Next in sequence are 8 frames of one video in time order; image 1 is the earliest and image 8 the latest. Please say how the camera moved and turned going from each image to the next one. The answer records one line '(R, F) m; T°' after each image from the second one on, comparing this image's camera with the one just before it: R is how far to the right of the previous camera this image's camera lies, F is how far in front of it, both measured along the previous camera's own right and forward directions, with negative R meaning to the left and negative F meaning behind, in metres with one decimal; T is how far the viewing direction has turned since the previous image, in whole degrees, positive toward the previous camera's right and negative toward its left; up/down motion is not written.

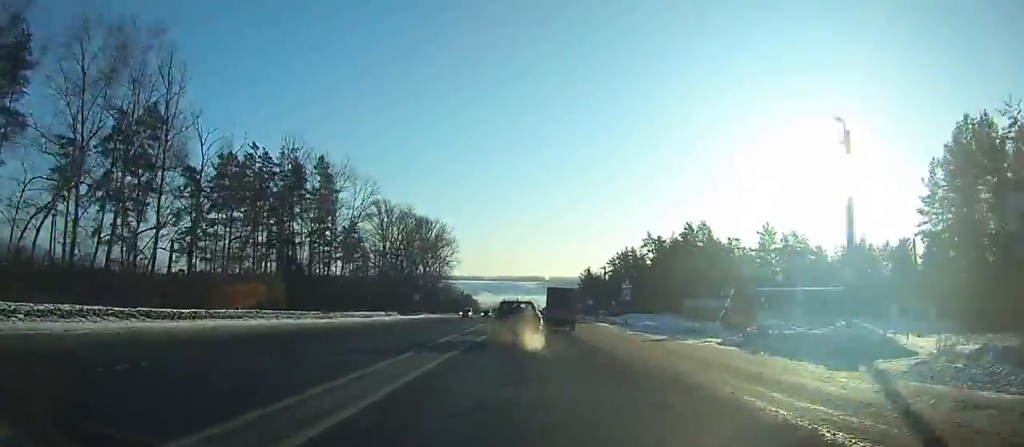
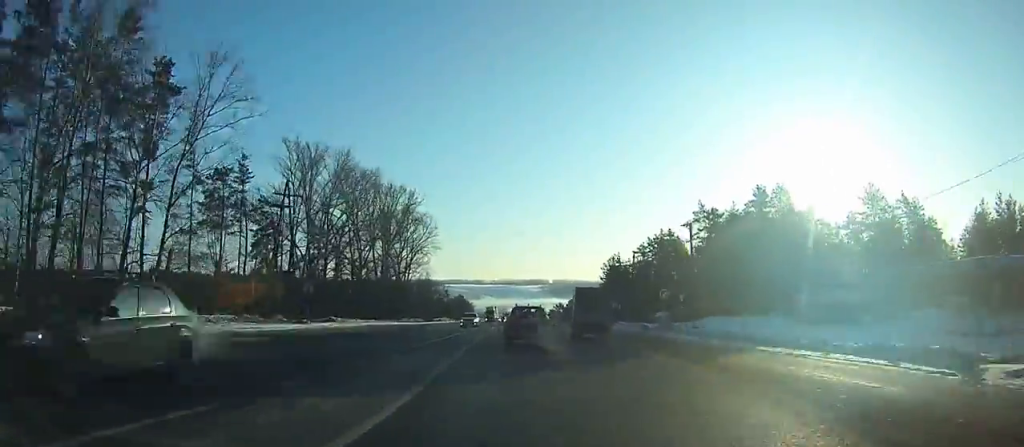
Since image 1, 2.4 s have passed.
(-0.1, +48.2) m; 0°
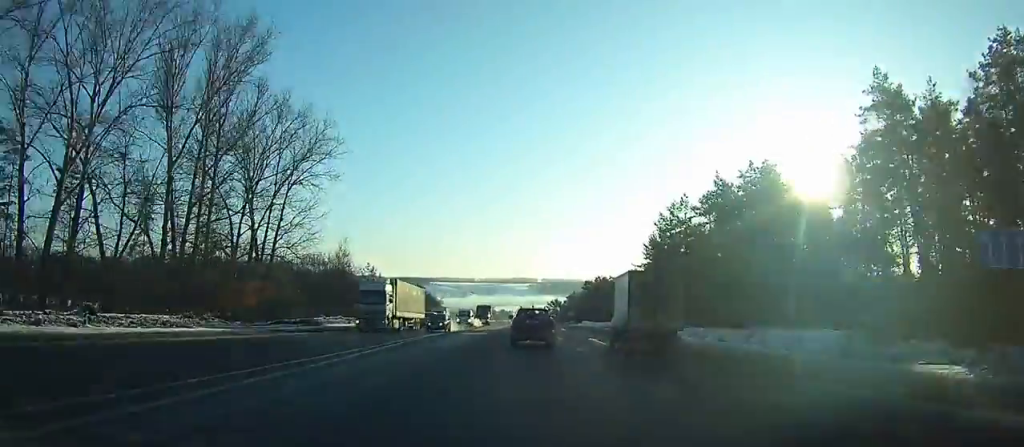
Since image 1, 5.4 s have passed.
(-0.2, +64.0) m; 0°
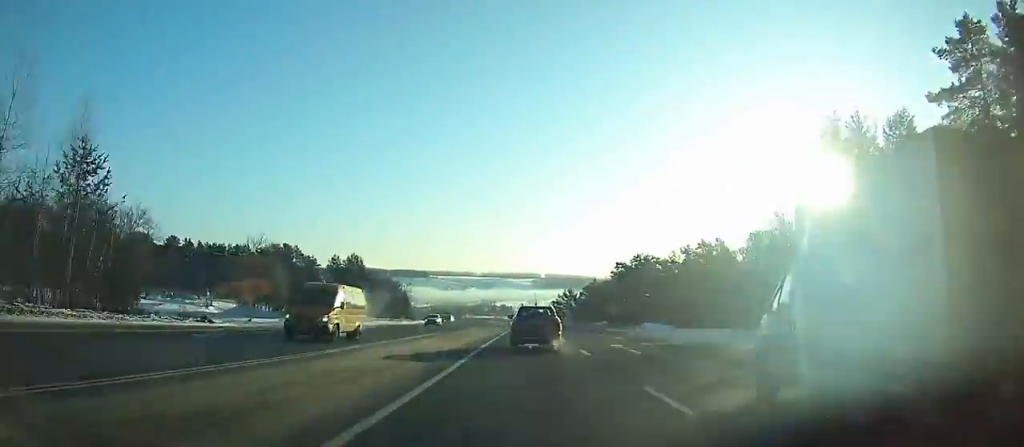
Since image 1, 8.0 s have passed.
(+0.3, +57.8) m; +1°
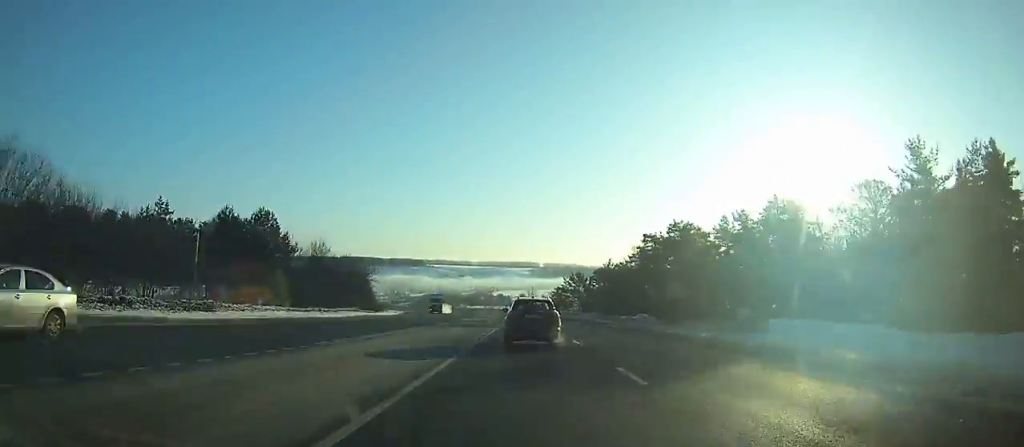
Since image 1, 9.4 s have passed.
(+0.1, +31.5) m; 0°
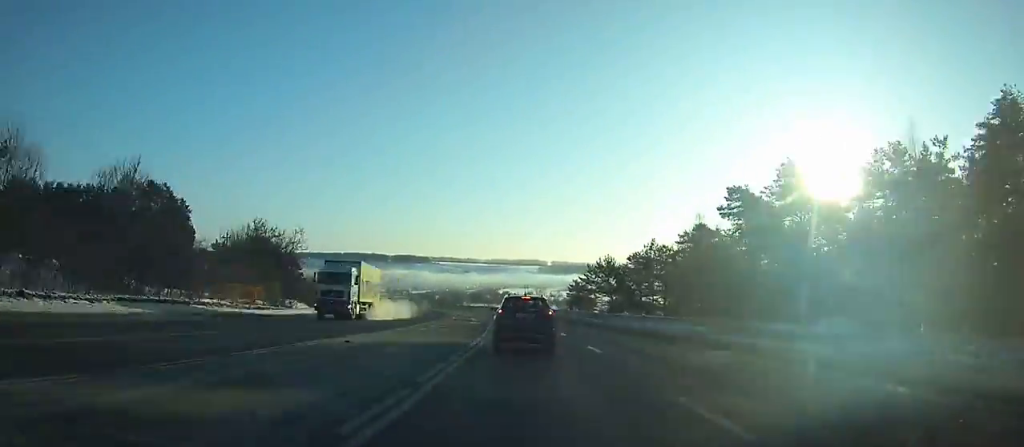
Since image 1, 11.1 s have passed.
(+0.3, +38.2) m; -1°
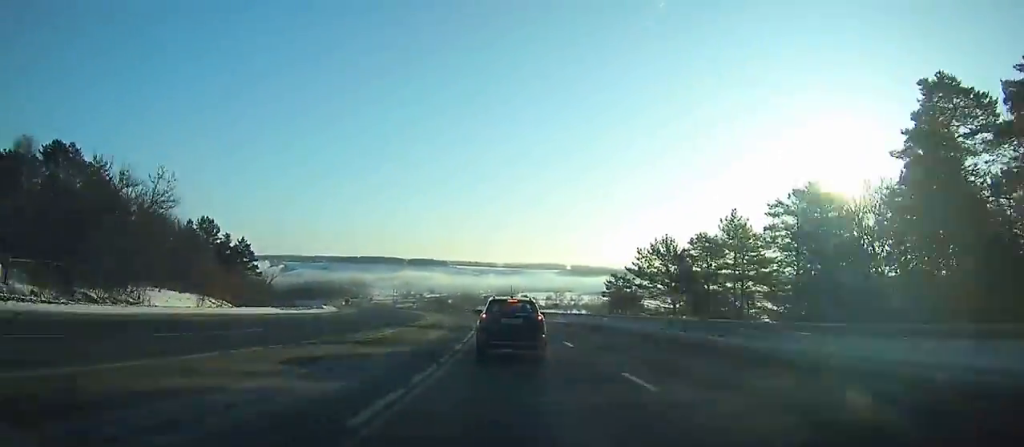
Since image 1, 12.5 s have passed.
(-0.5, +30.7) m; -2°
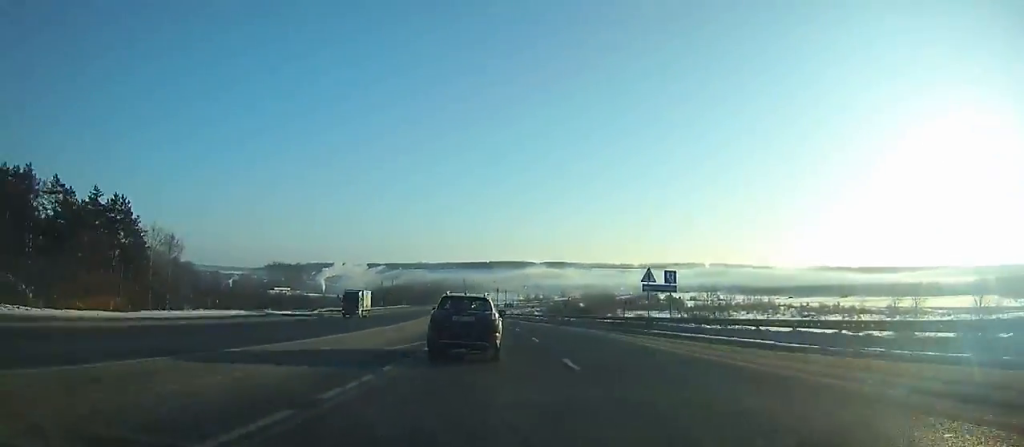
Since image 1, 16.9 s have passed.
(-6.1, +94.0) m; -11°
